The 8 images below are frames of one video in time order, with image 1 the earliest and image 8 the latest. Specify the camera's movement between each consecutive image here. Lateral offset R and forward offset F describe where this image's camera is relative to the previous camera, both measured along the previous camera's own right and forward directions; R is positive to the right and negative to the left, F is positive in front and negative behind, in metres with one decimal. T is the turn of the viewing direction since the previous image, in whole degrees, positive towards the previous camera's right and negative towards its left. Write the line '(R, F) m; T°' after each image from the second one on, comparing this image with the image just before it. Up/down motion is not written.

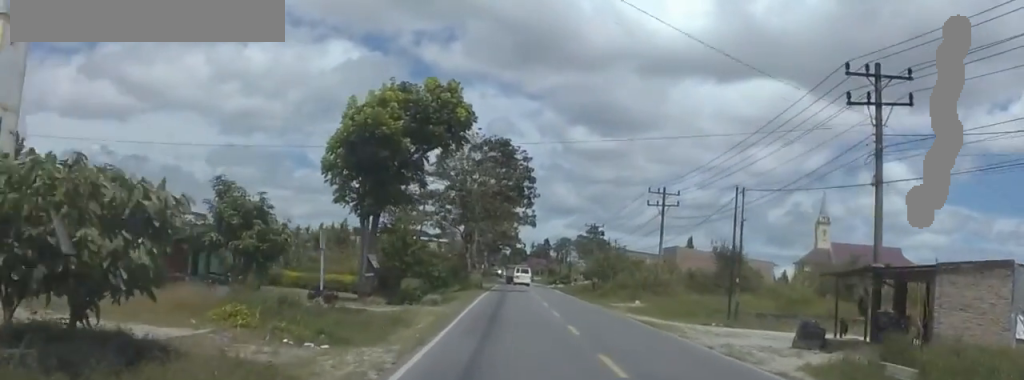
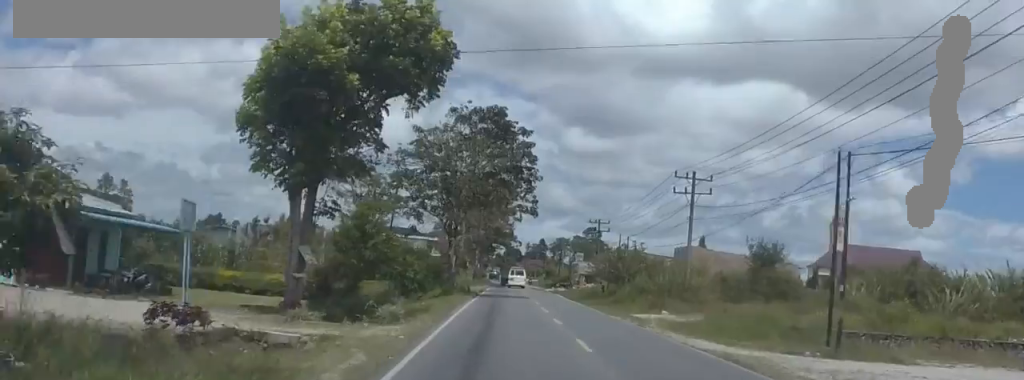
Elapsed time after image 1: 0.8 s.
(-1.1, +12.7) m; 0°
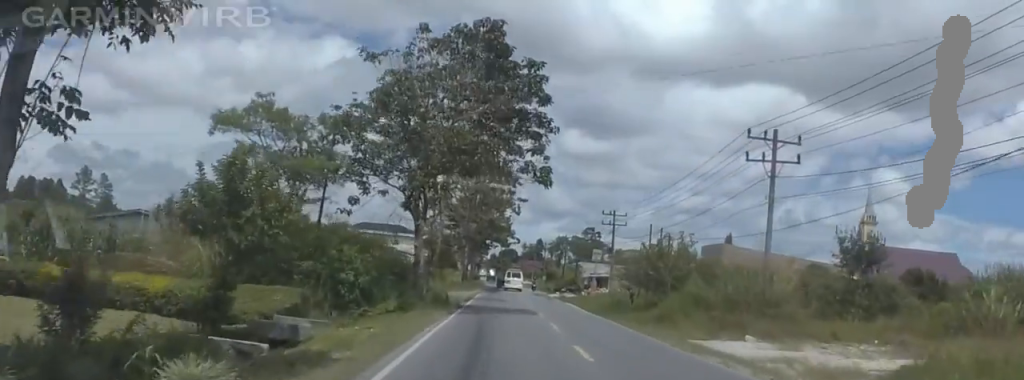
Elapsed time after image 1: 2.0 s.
(+1.2, +17.5) m; 0°
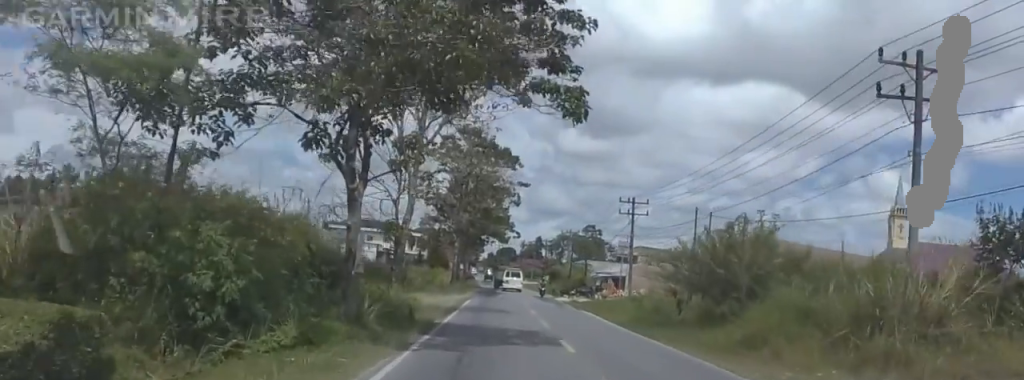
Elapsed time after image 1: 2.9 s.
(-1.3, +13.9) m; 0°
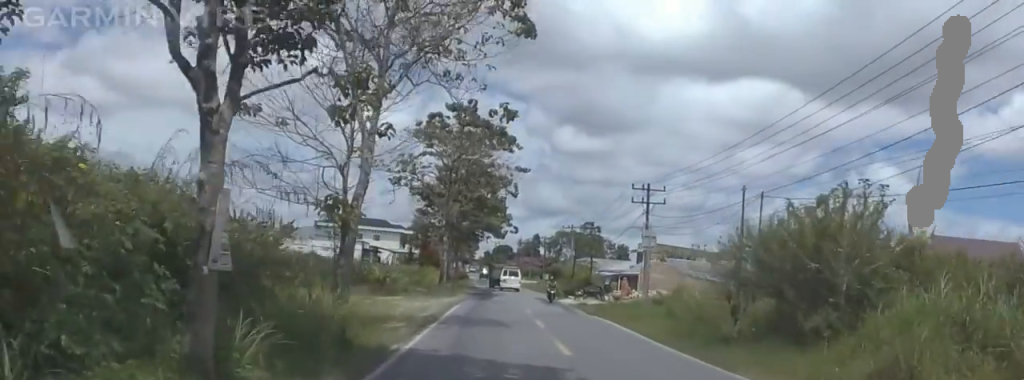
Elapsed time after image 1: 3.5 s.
(+0.6, +9.0) m; +2°
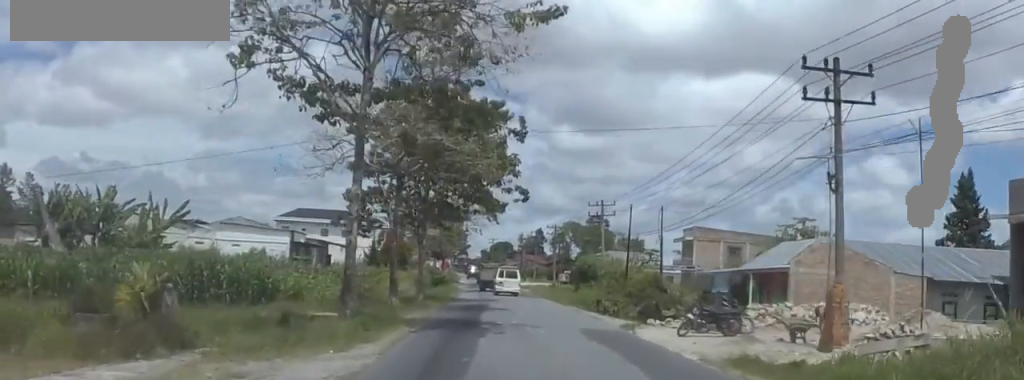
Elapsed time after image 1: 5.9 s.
(+0.4, +34.7) m; 0°
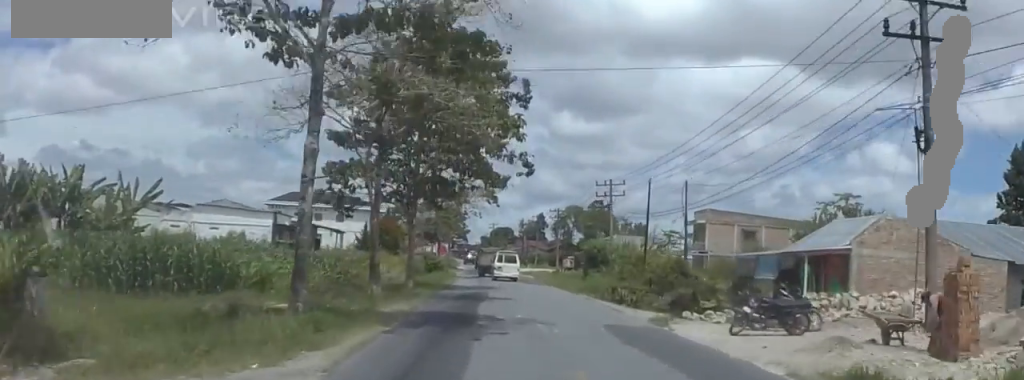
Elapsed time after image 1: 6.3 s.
(0.0, +5.8) m; -1°
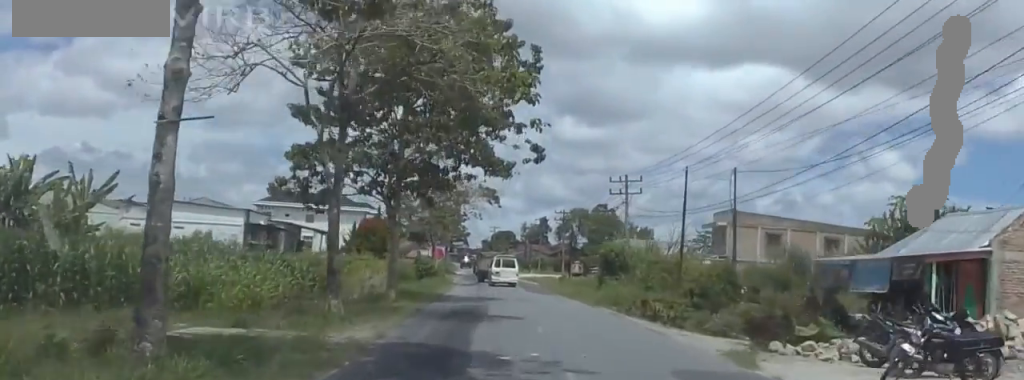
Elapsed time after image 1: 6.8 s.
(+0.2, +8.1) m; -2°
